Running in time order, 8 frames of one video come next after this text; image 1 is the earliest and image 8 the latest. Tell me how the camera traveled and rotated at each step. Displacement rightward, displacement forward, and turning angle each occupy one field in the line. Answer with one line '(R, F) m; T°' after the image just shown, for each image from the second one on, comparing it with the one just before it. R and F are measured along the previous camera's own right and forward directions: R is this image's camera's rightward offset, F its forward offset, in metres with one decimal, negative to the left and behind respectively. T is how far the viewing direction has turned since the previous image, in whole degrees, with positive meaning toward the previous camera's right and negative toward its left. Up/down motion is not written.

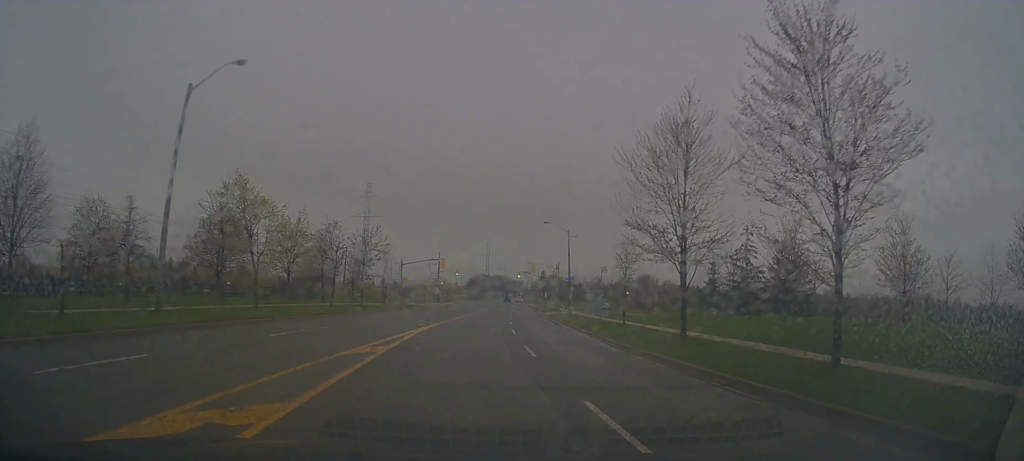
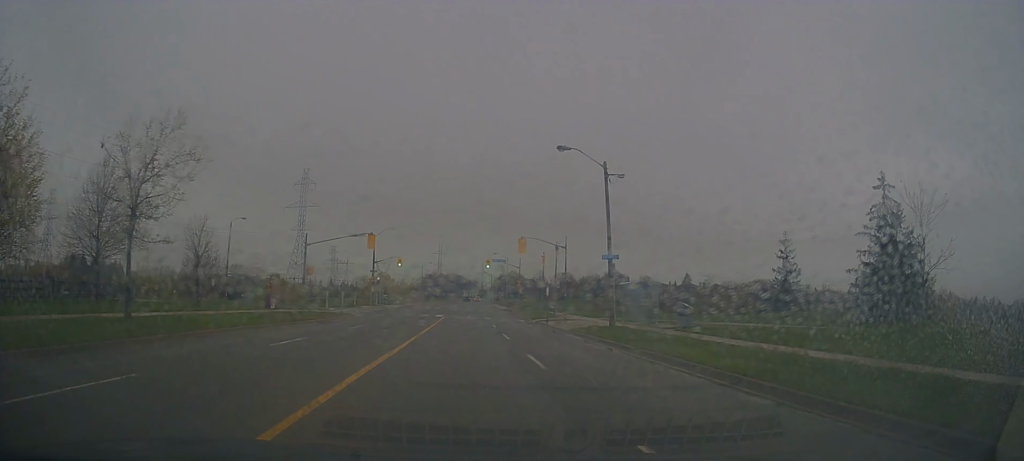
(+1.2, +29.8) m; +4°
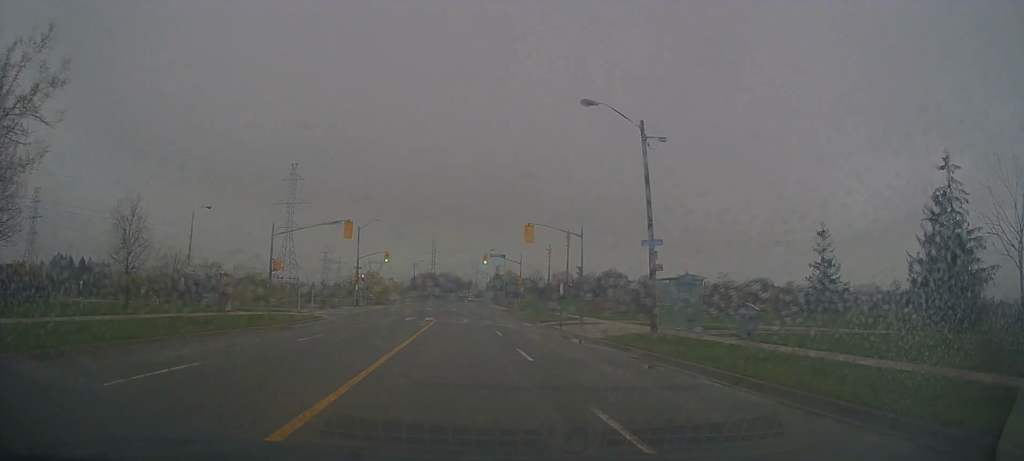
(0.0, +7.6) m; +1°
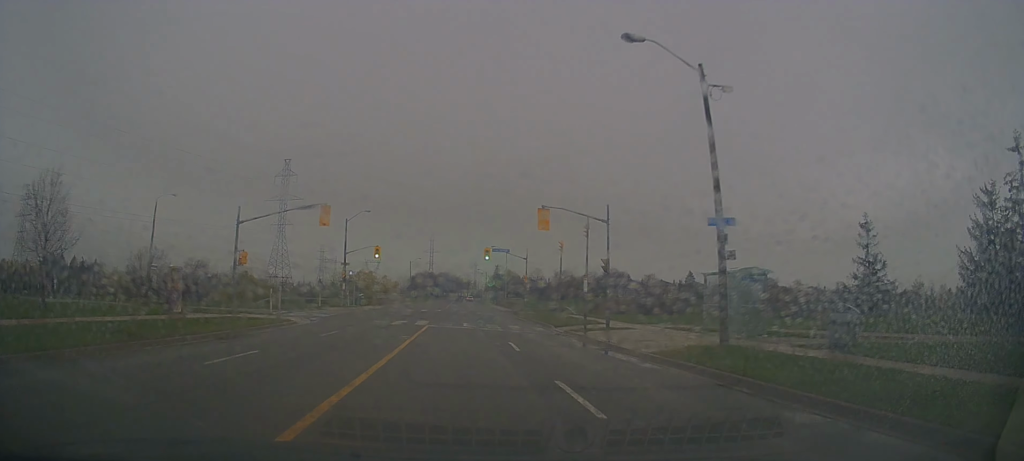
(+0.2, +6.4) m; +2°
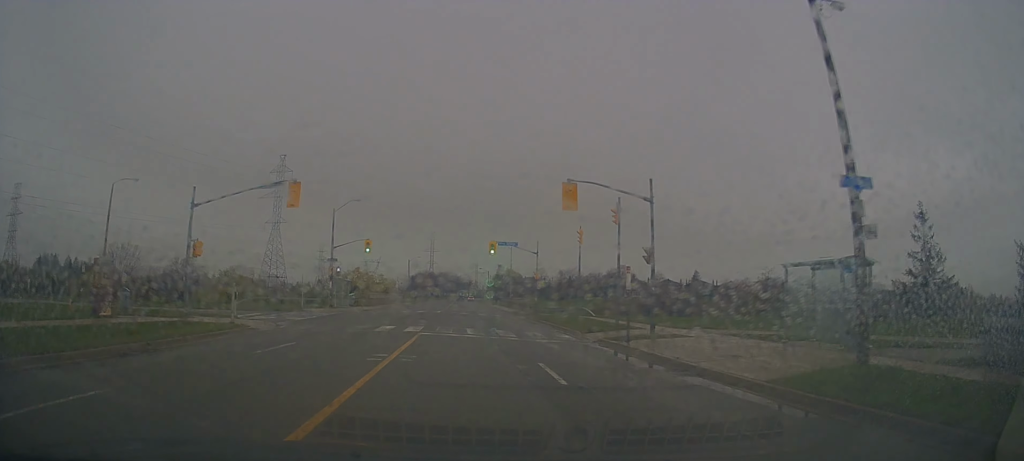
(+0.1, +6.4) m; +1°
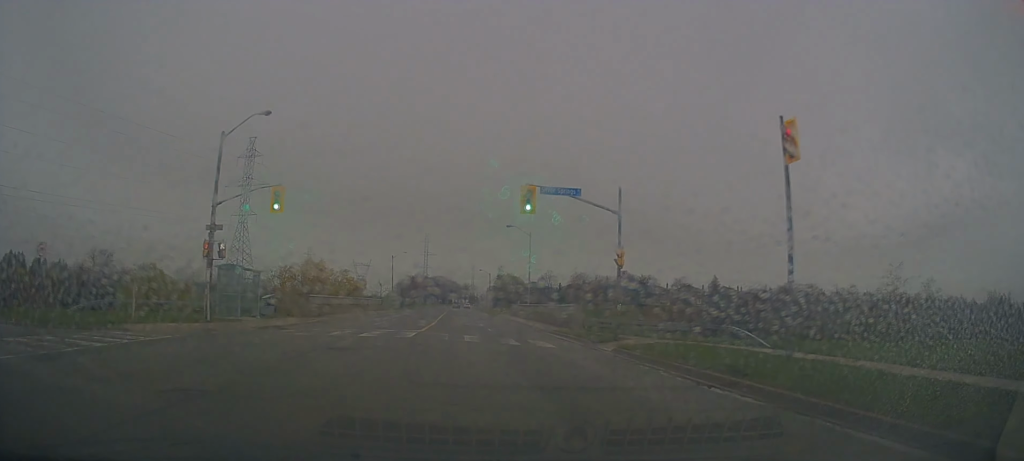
(-0.3, +24.8) m; -3°
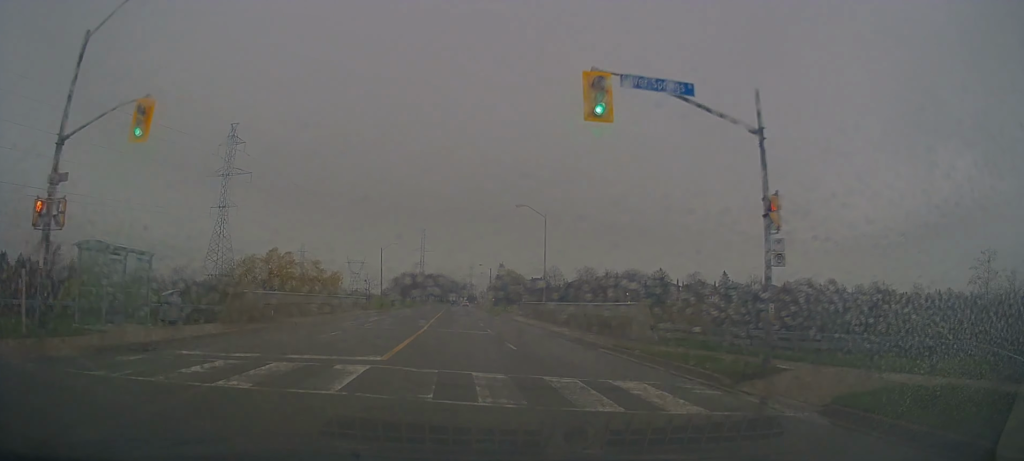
(0.0, +11.5) m; +1°
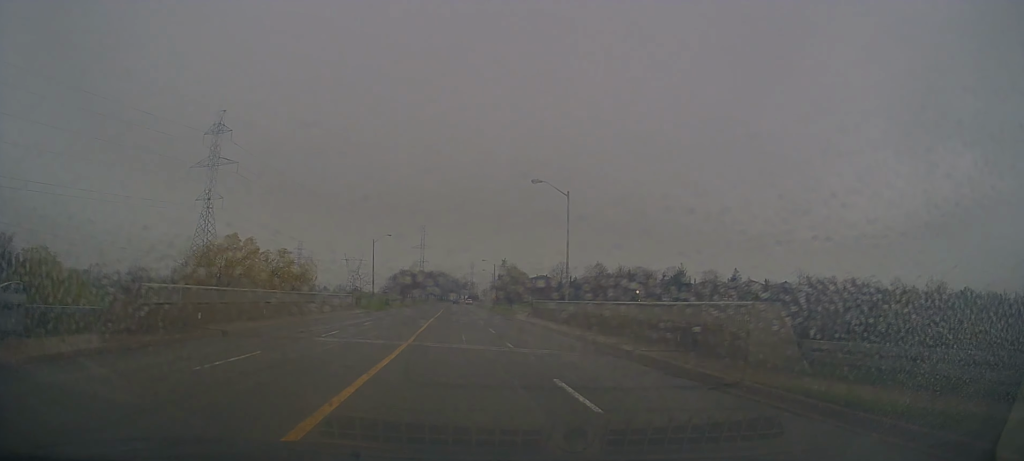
(+0.1, +9.5) m; 0°
